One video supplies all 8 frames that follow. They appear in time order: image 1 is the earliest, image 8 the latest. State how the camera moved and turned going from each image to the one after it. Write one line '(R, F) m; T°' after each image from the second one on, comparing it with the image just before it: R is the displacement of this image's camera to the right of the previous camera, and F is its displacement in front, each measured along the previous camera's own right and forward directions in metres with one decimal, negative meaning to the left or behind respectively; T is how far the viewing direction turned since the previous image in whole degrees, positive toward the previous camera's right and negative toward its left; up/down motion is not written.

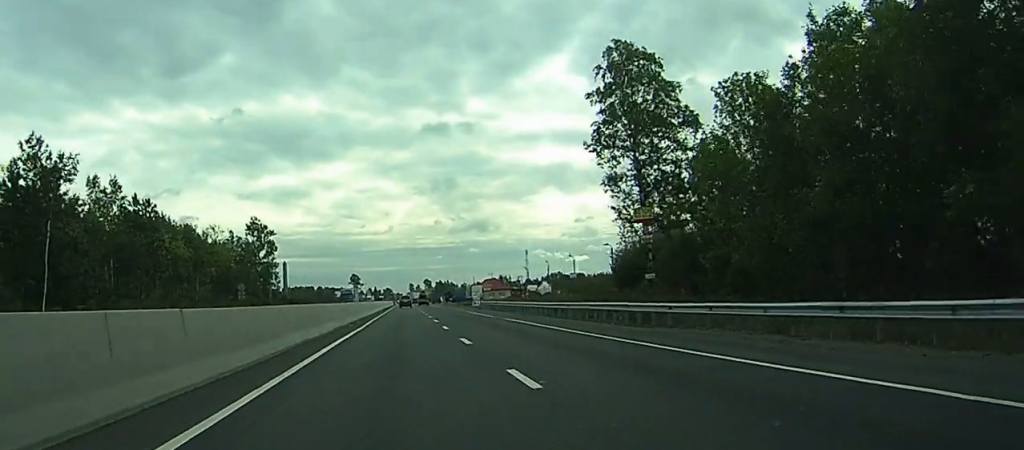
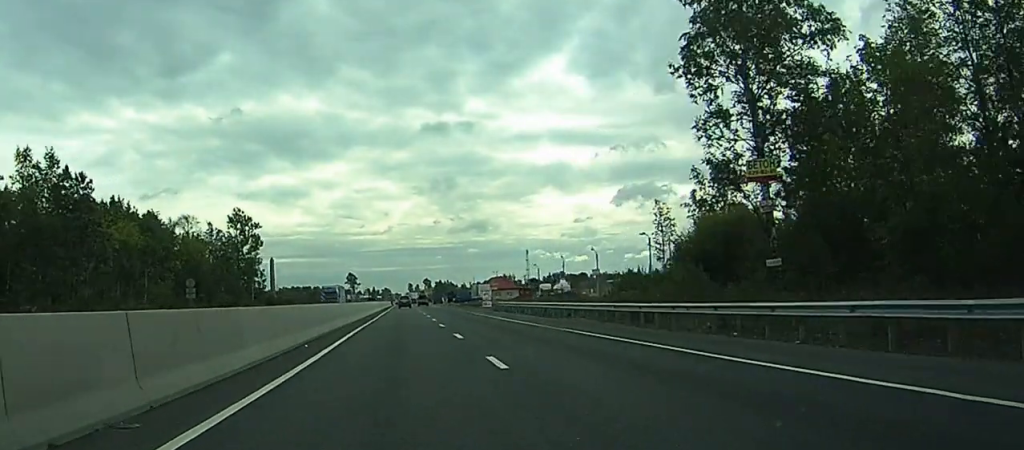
(0.0, +20.4) m; 0°
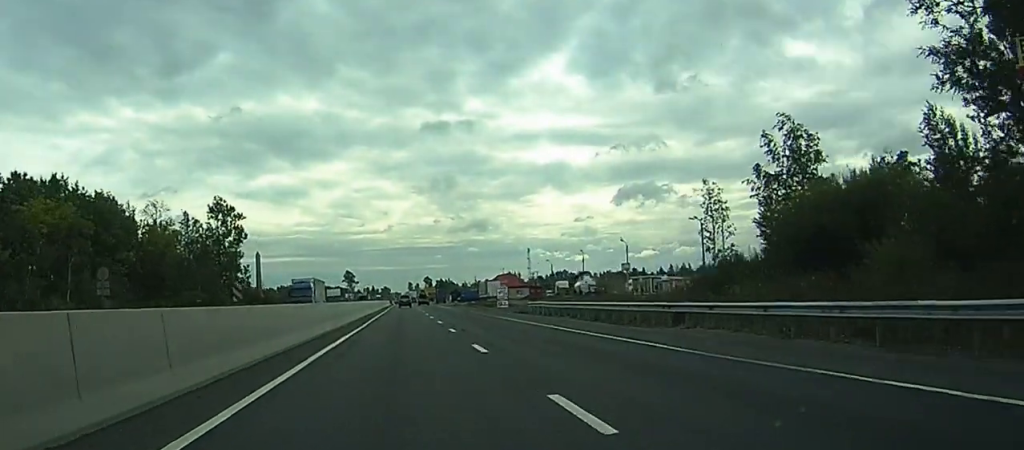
(0.0, +19.4) m; 0°
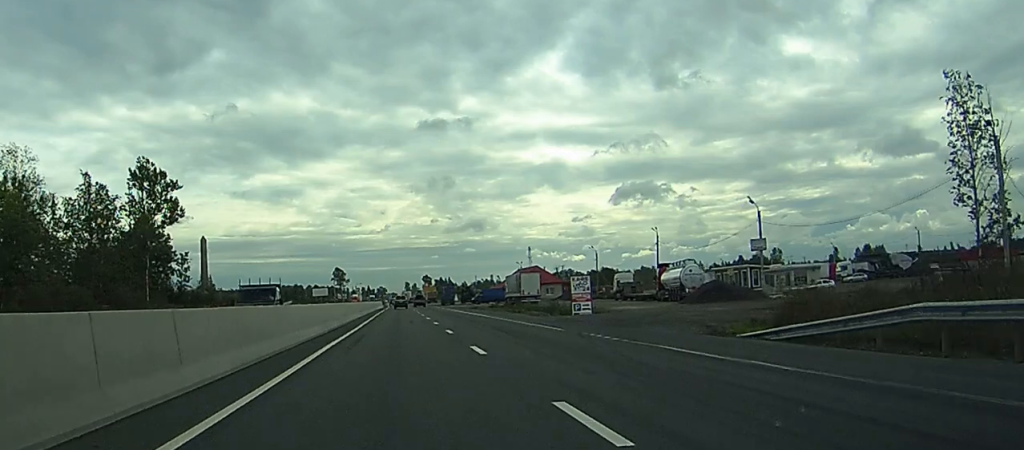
(+0.3, +48.0) m; +1°
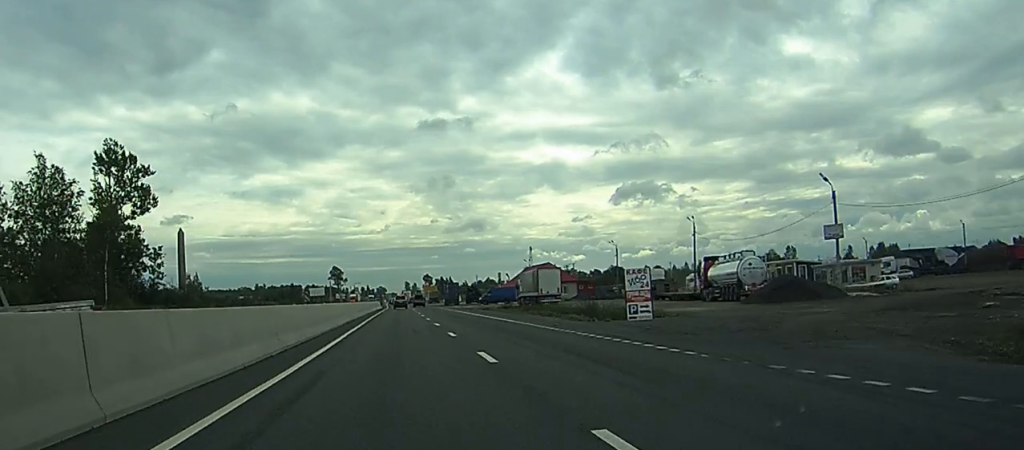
(+0.1, +14.2) m; 0°
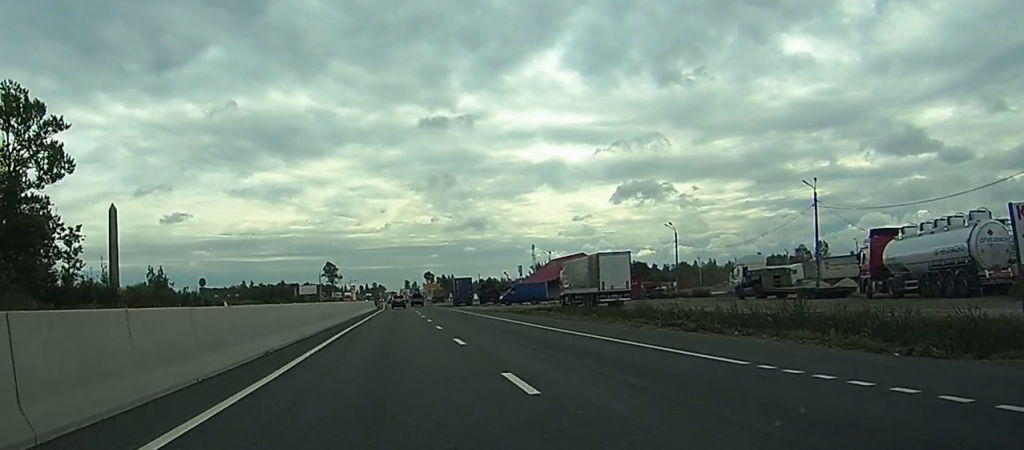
(0.0, +29.8) m; 0°
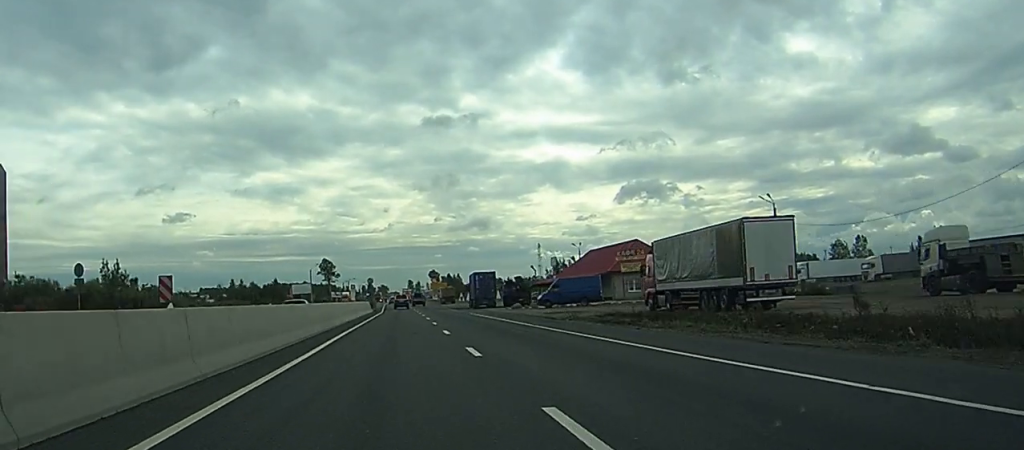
(0.0, +28.6) m; 0°
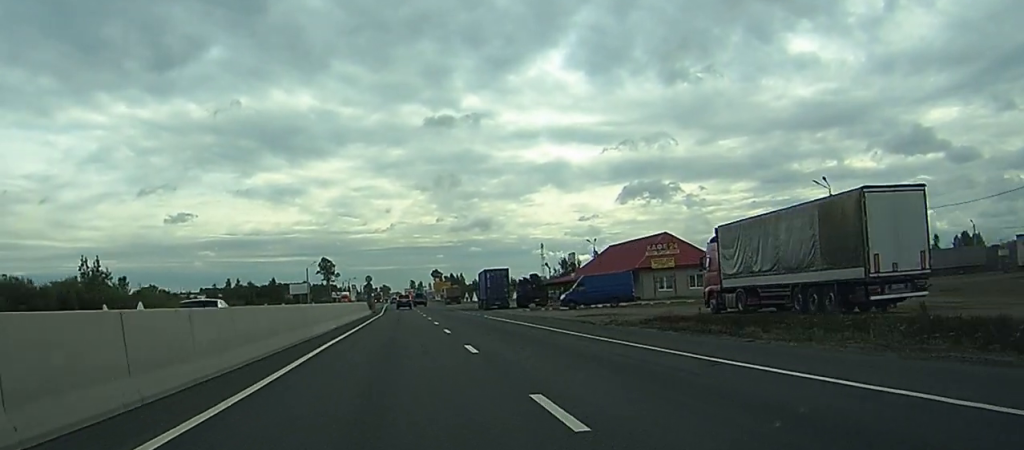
(0.0, +10.6) m; 0°
